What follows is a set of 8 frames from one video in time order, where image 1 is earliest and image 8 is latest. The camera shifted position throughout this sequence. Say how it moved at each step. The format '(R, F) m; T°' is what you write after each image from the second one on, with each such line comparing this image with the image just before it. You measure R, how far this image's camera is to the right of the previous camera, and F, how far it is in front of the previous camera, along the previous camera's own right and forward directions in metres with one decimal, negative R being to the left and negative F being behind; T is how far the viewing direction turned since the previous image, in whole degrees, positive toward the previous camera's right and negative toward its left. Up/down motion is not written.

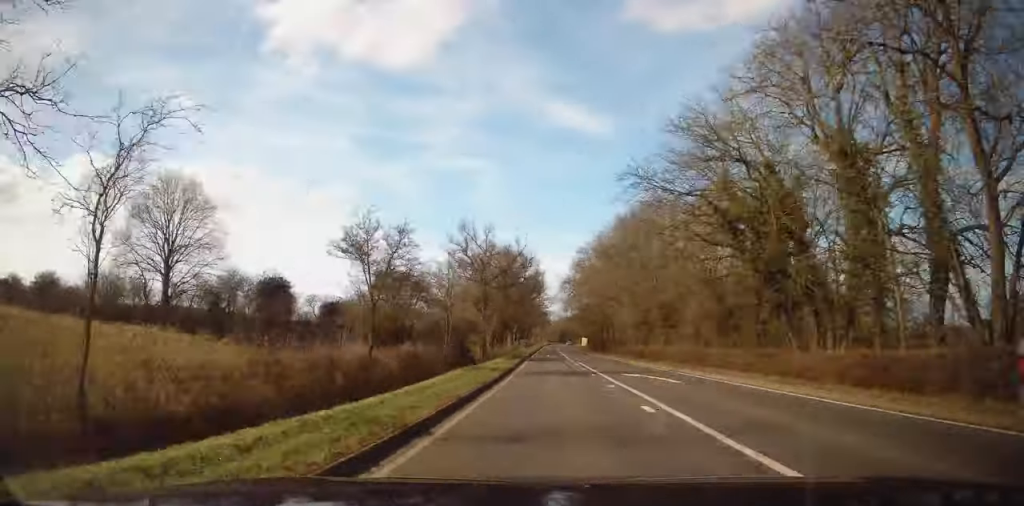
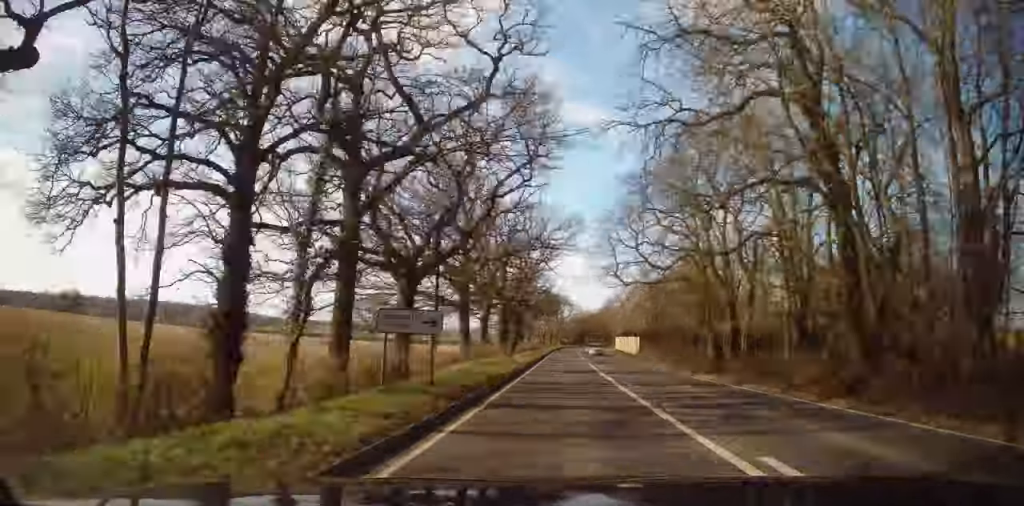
(-0.8, +42.1) m; -2°
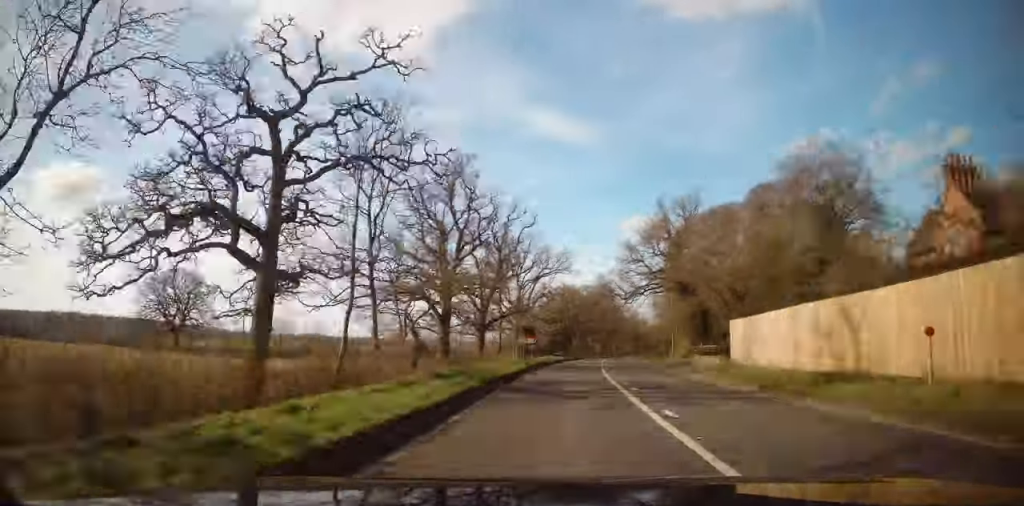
(-2.5, +96.3) m; +2°
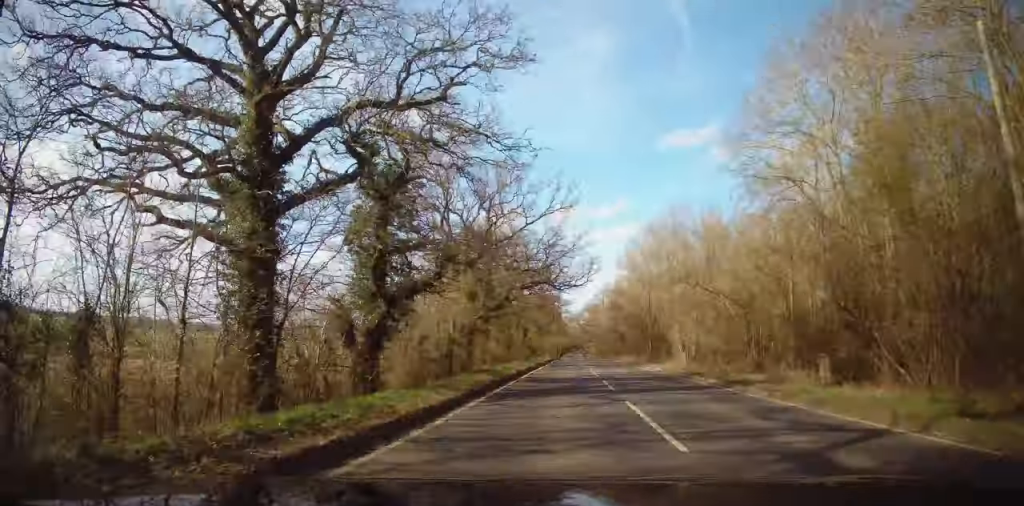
(+24.5, +286.2) m; +11°
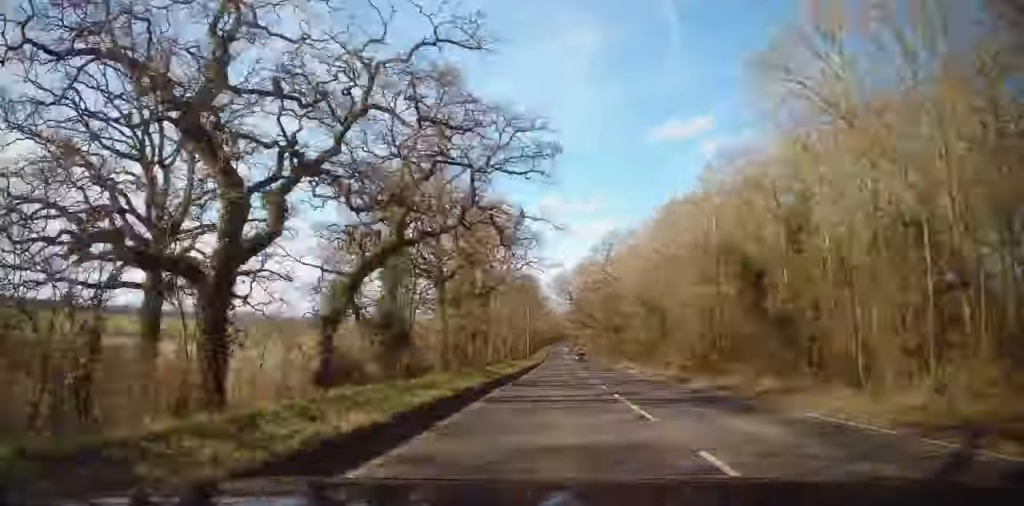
(+4.7, +88.7) m; +3°
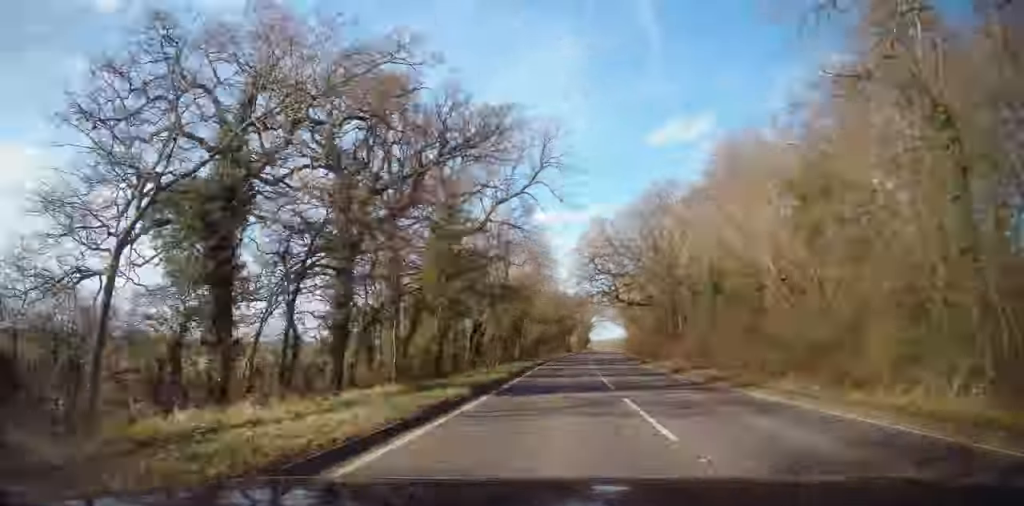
(+6.6, +181.3) m; +7°
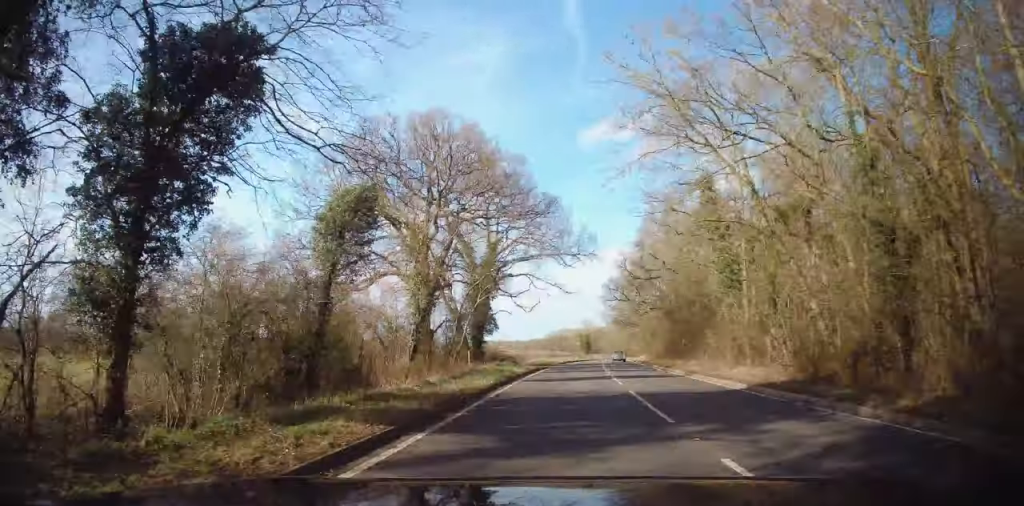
(+7.8, +103.9) m; +5°
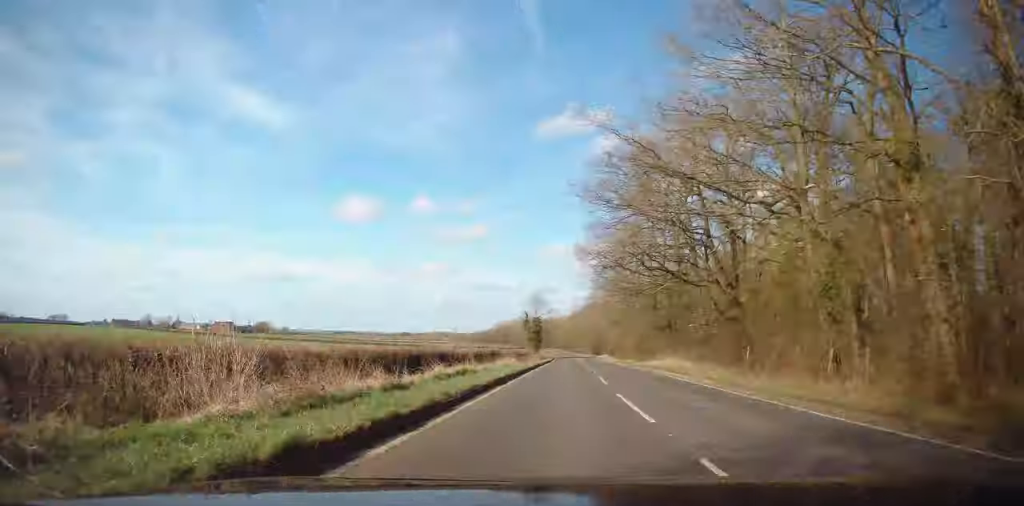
(+1.1, +54.2) m; +2°
